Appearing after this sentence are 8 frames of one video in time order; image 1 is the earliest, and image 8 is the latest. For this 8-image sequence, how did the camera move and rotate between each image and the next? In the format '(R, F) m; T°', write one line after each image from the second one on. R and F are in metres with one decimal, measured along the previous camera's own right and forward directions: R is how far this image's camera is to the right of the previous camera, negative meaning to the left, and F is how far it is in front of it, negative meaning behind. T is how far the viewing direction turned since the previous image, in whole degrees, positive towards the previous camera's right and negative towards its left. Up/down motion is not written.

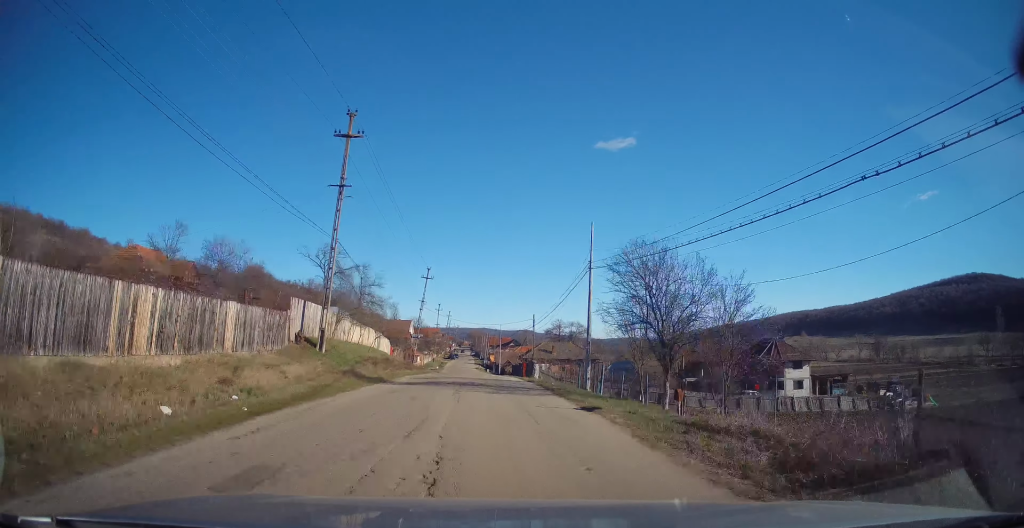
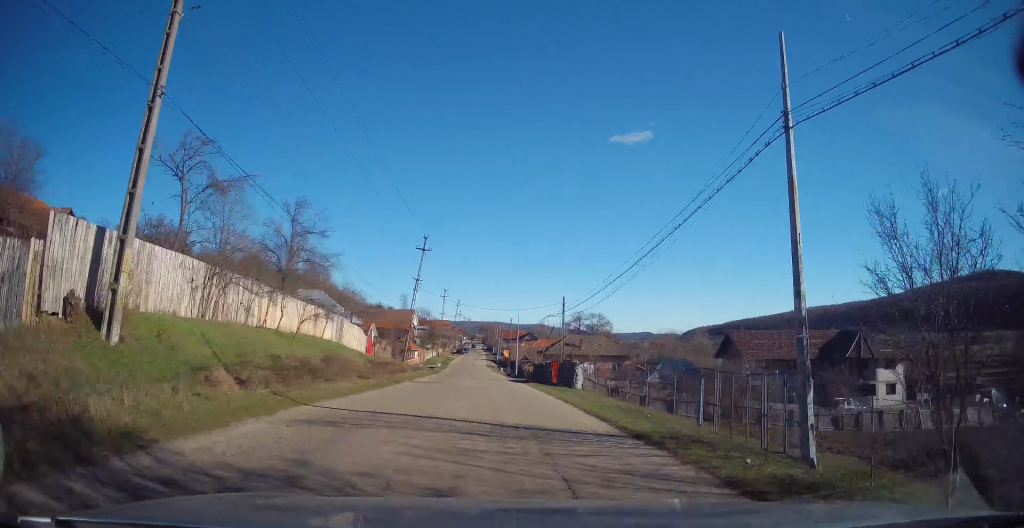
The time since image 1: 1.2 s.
(0.0, +16.5) m; -1°
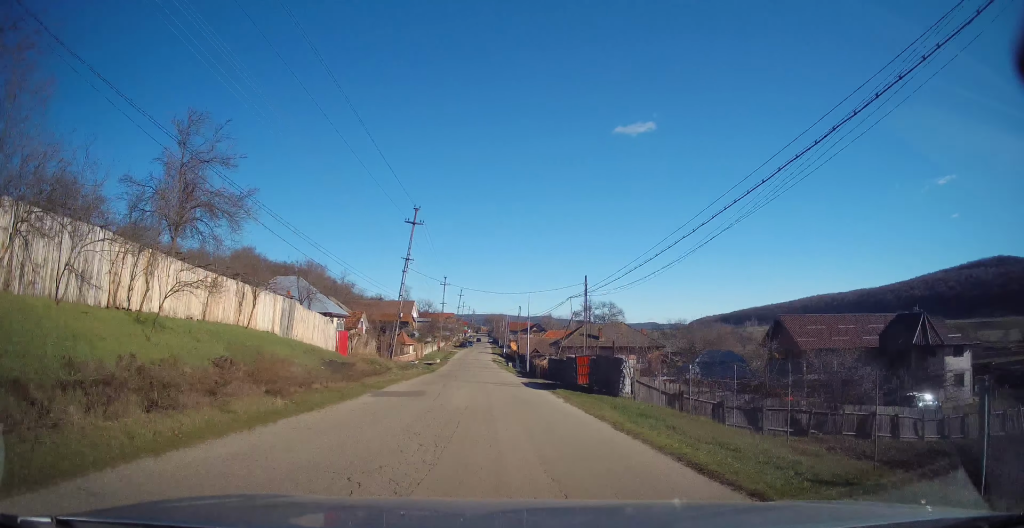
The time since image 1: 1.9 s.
(0.0, +9.3) m; -1°
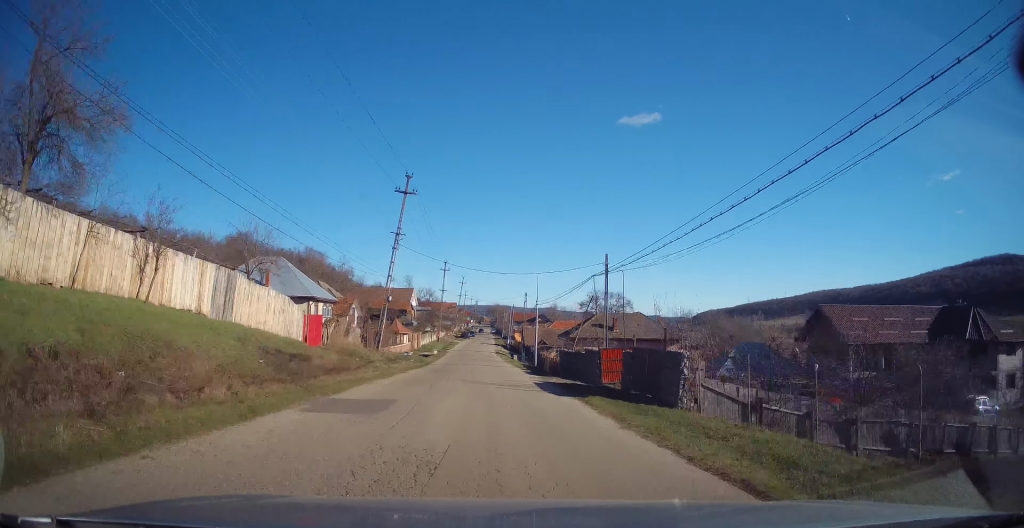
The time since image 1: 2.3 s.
(-0.2, +6.2) m; -1°
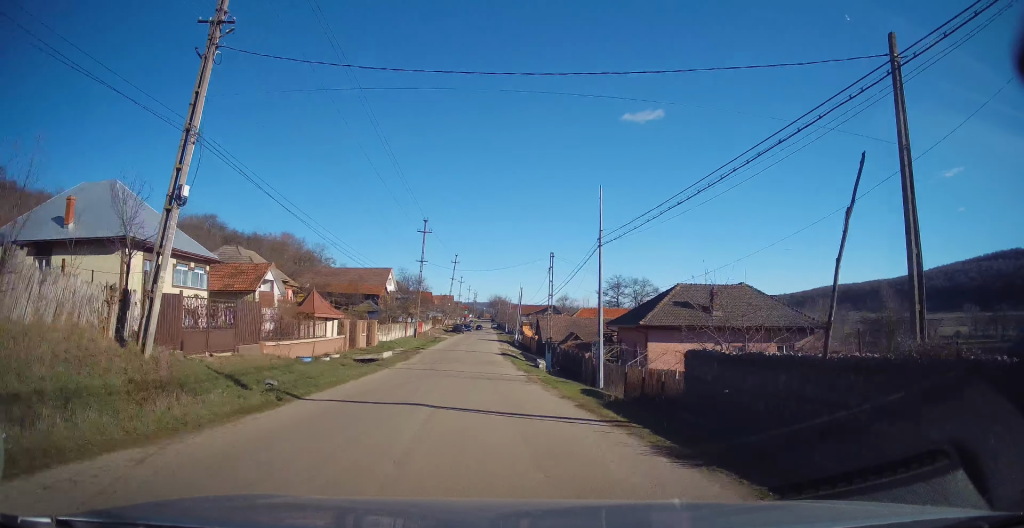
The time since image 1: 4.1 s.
(-0.4, +26.0) m; -1°
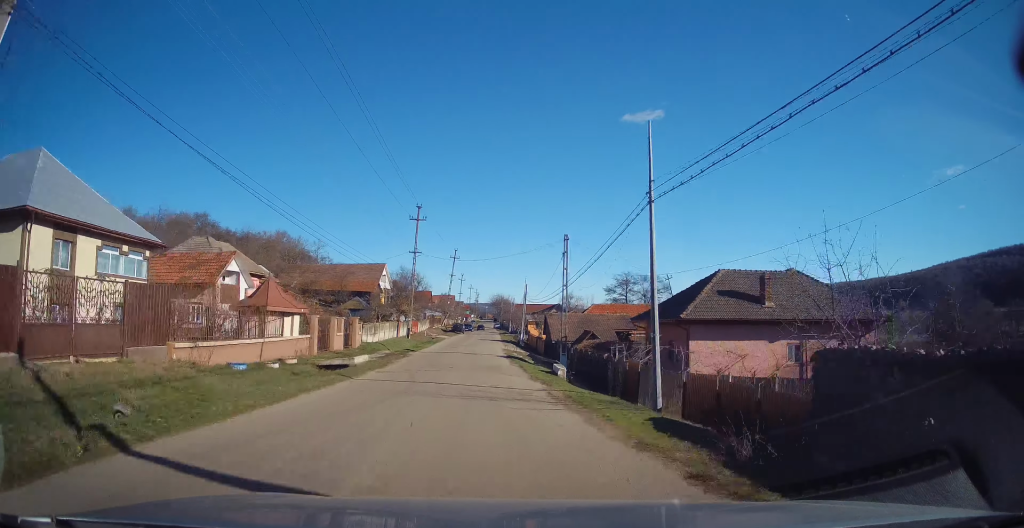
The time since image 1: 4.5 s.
(0.0, +6.3) m; 0°
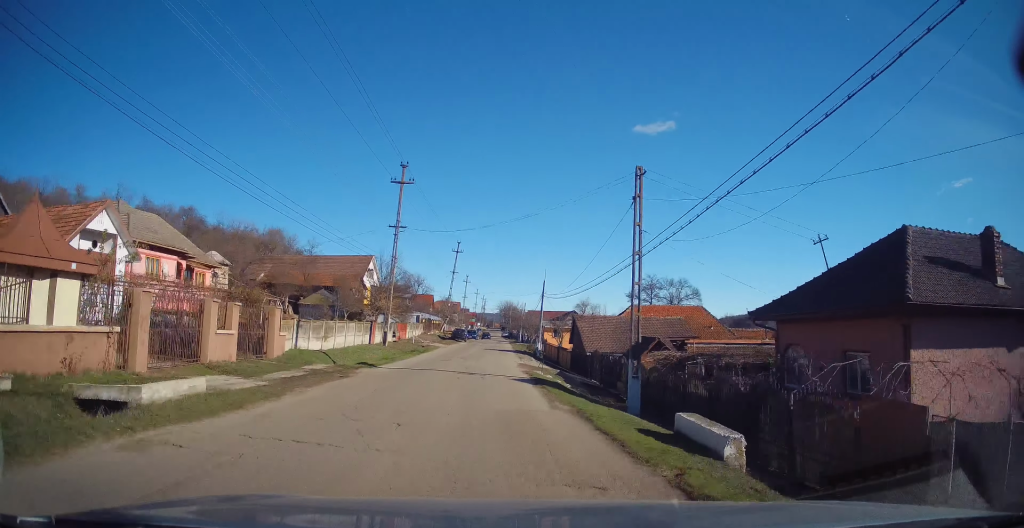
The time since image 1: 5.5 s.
(0.0, +13.9) m; 0°
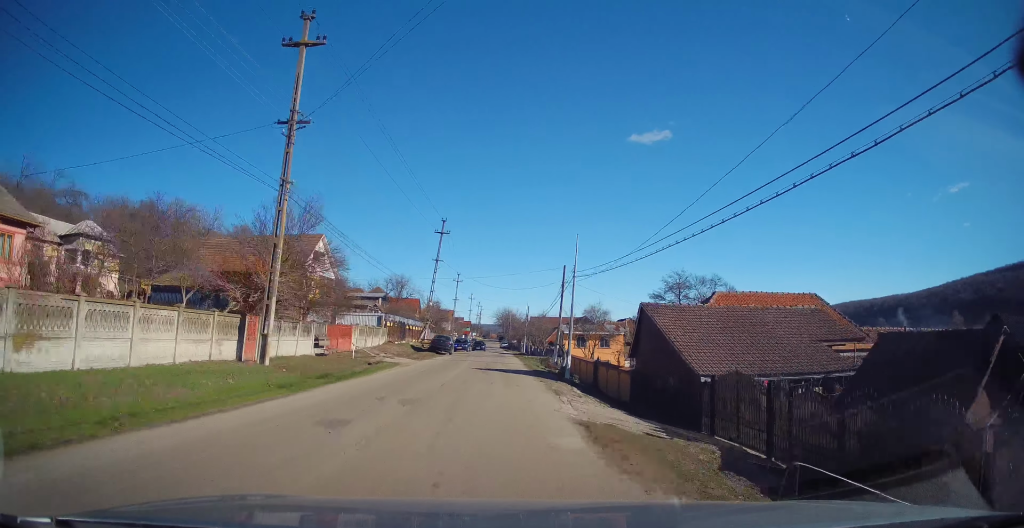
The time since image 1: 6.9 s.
(+0.1, +19.4) m; +2°
